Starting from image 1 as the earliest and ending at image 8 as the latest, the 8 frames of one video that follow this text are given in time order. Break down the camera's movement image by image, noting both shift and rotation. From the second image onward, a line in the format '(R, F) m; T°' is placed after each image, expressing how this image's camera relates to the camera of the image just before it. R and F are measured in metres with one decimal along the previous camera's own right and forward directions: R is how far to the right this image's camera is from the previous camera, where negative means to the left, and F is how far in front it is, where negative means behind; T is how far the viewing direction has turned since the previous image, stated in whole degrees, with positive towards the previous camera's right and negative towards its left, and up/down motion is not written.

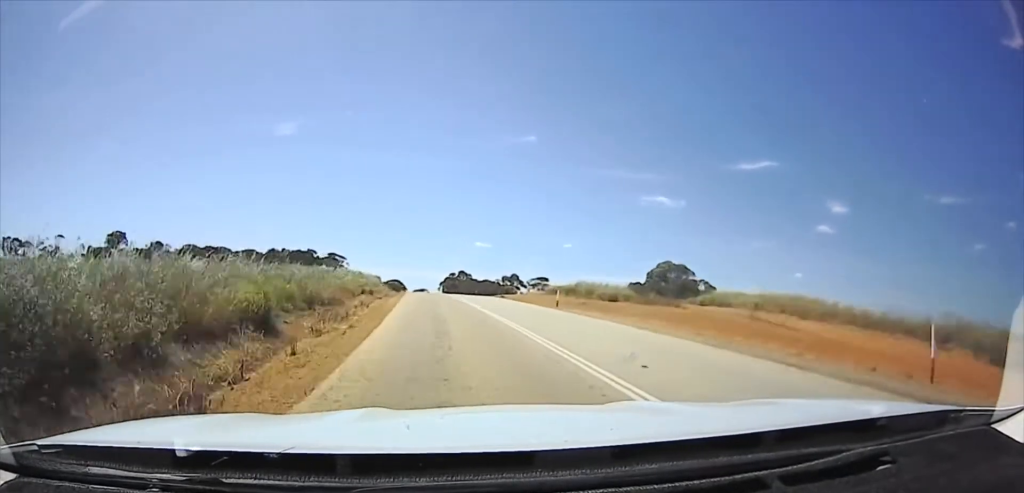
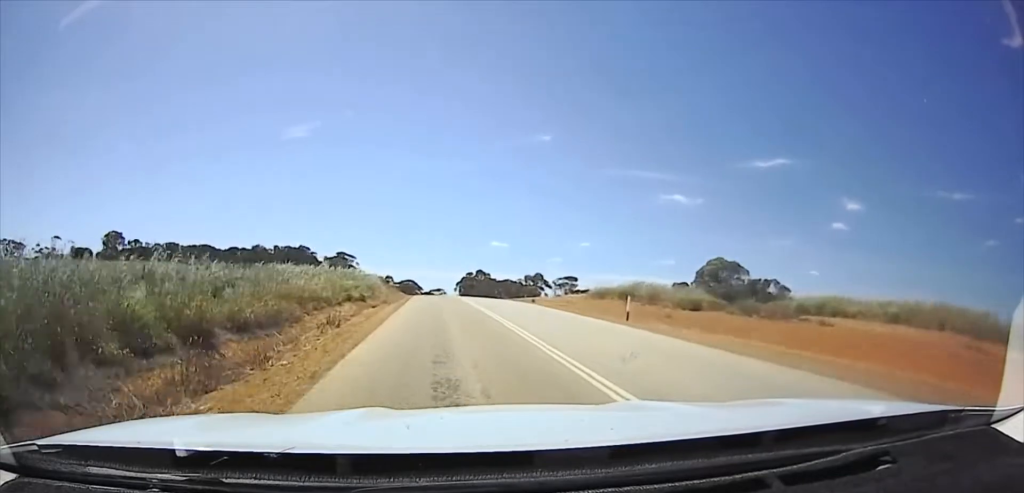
(0.0, +12.6) m; 0°
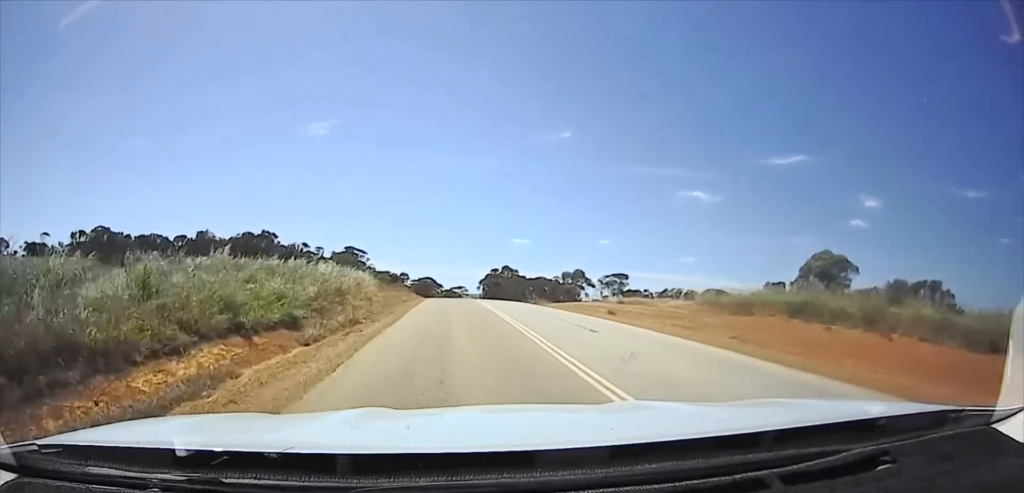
(0.0, +18.7) m; 0°
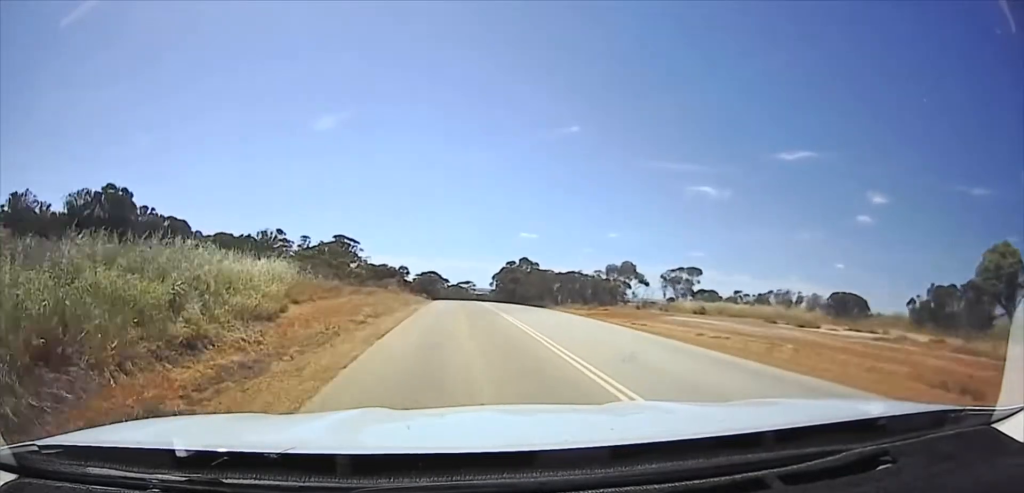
(0.0, +23.0) m; 0°
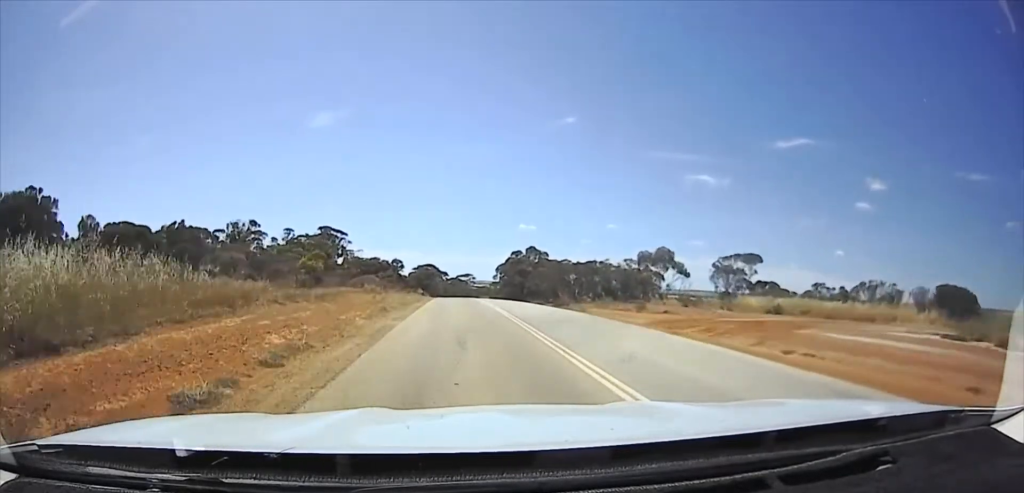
(0.0, +12.9) m; 0°
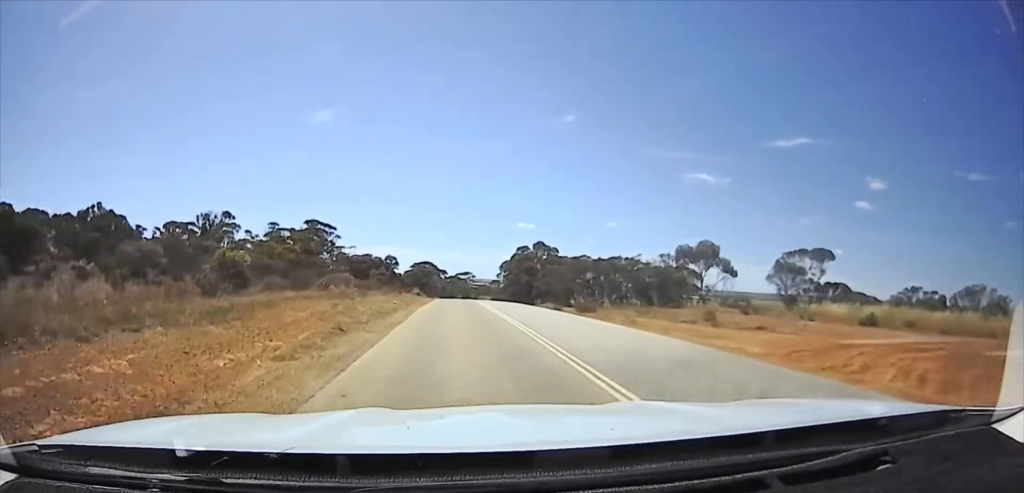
(0.0, +10.6) m; 0°
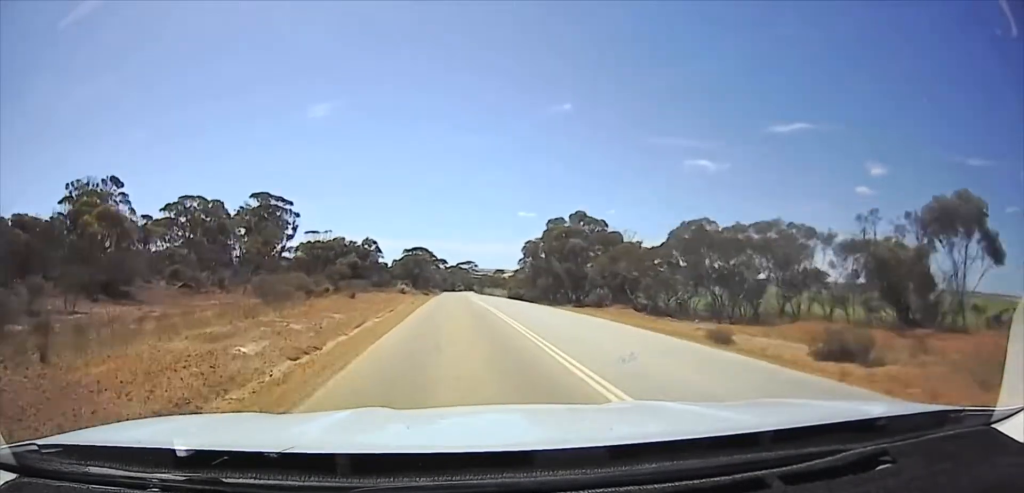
(0.0, +29.2) m; -1°
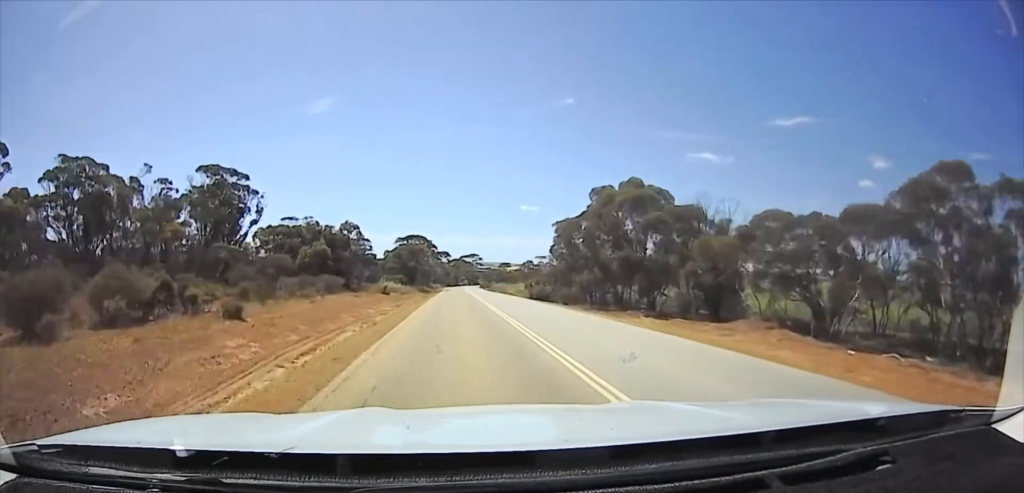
(-0.2, +17.9) m; -1°
